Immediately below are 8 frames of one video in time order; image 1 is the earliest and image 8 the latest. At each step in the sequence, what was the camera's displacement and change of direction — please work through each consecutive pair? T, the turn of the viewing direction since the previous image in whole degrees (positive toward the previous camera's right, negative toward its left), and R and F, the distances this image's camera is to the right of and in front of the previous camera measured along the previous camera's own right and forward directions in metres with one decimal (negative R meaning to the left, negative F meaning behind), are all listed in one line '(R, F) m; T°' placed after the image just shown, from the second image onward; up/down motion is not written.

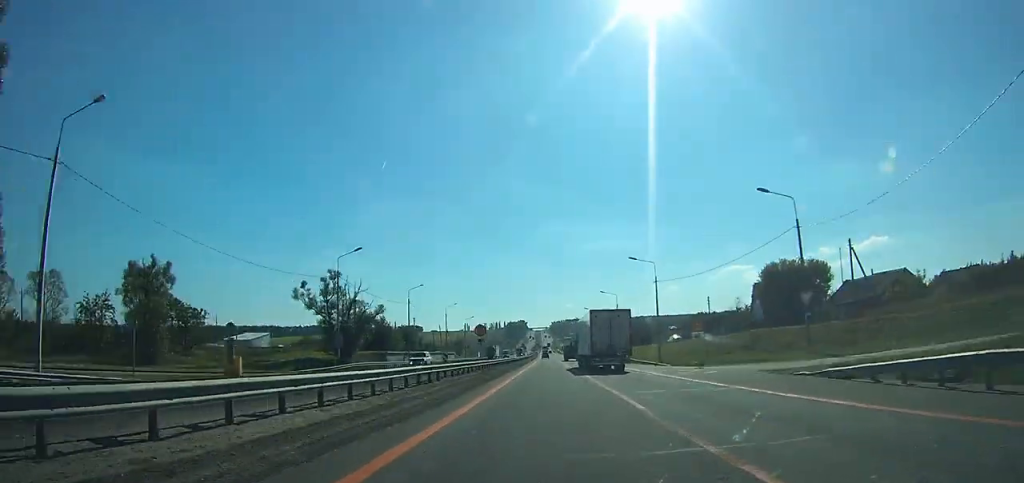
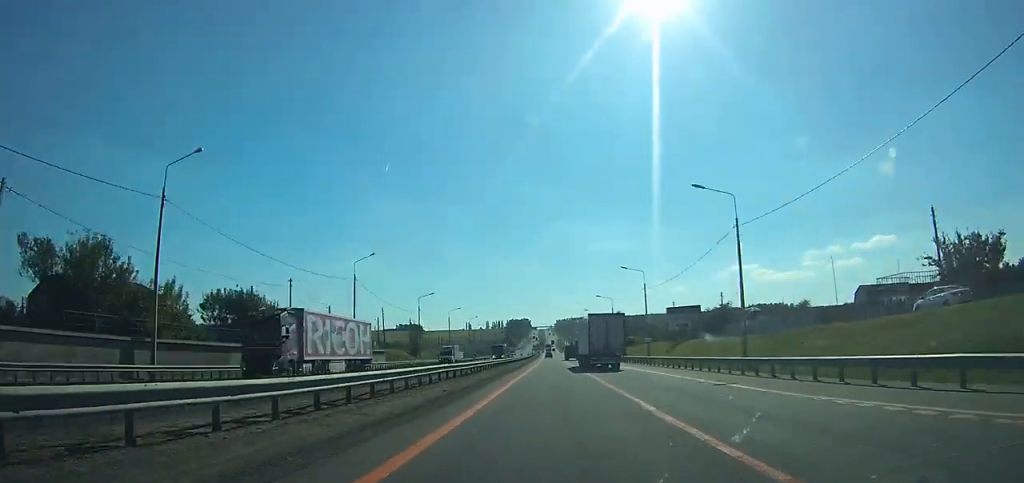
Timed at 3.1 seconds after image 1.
(0.0, +64.1) m; 0°
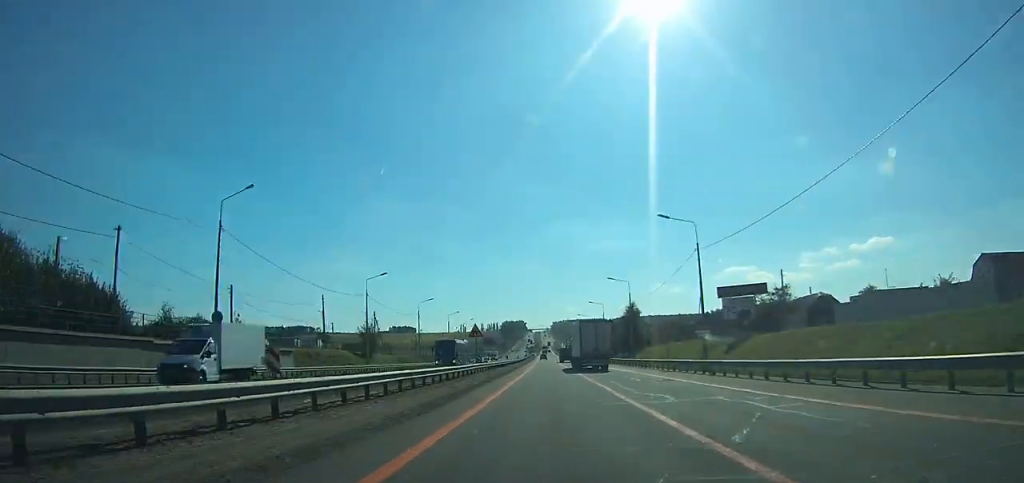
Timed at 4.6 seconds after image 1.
(-0.1, +29.3) m; 0°
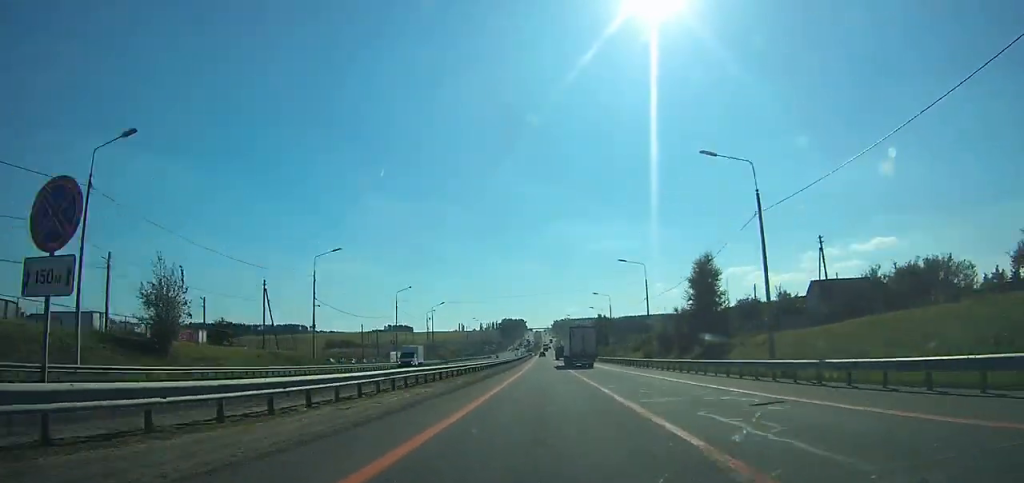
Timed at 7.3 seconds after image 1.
(-0.1, +51.3) m; 0°
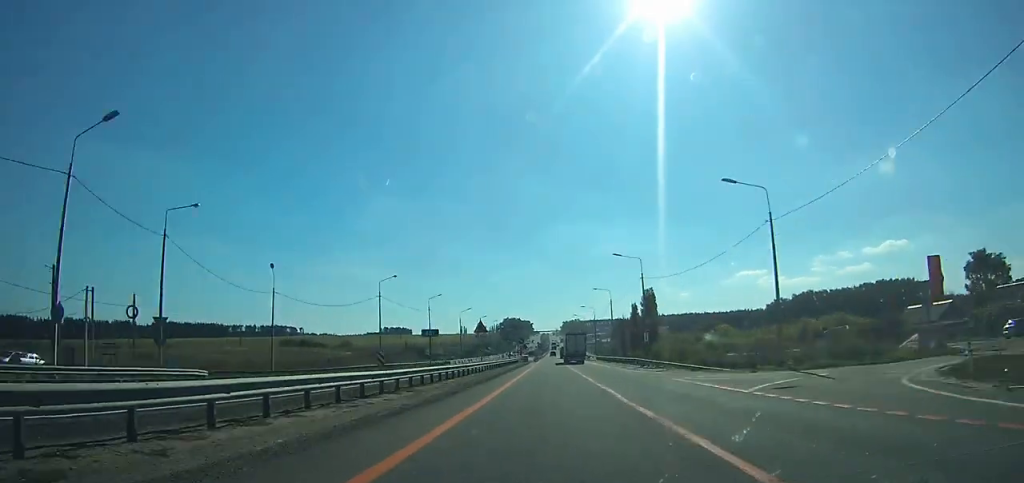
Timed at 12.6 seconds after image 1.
(-0.2, +95.6) m; 0°
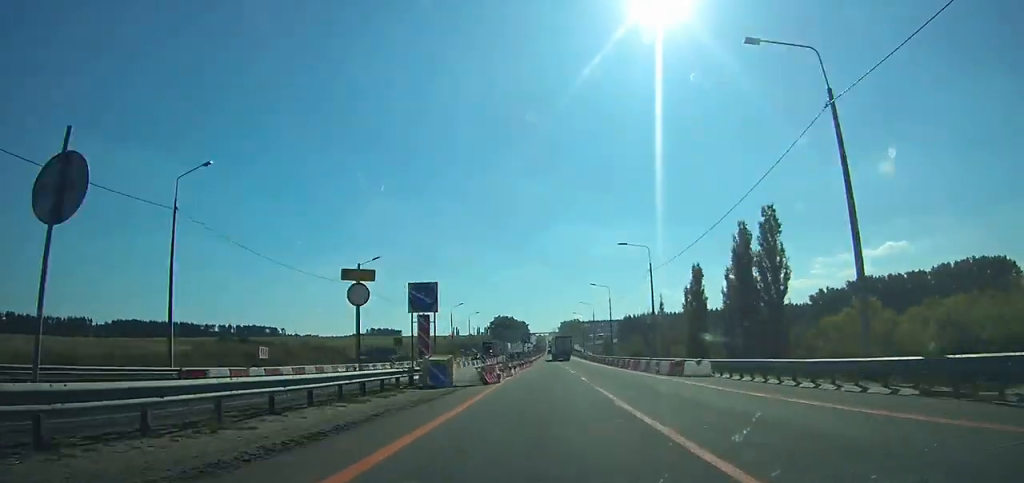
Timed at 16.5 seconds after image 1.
(+0.3, +71.0) m; 0°
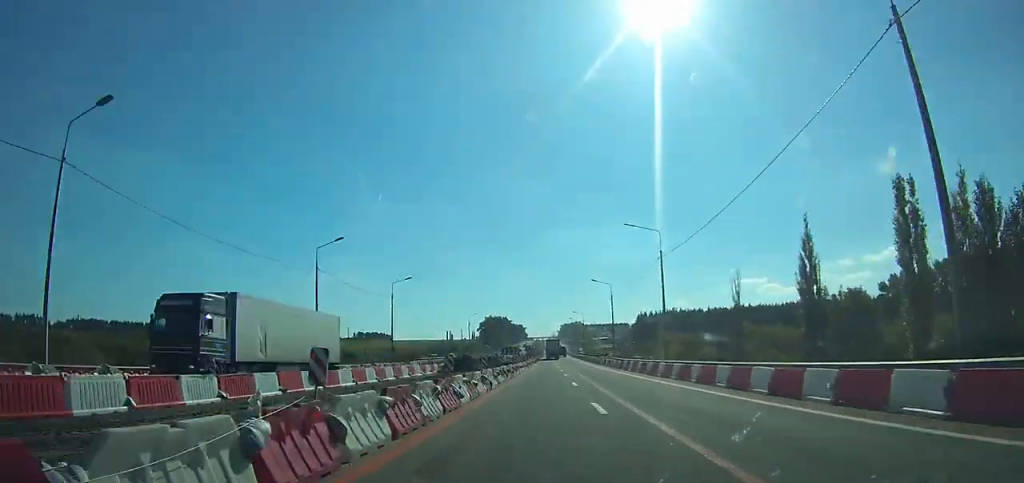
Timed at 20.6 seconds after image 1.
(-0.2, +77.4) m; 0°
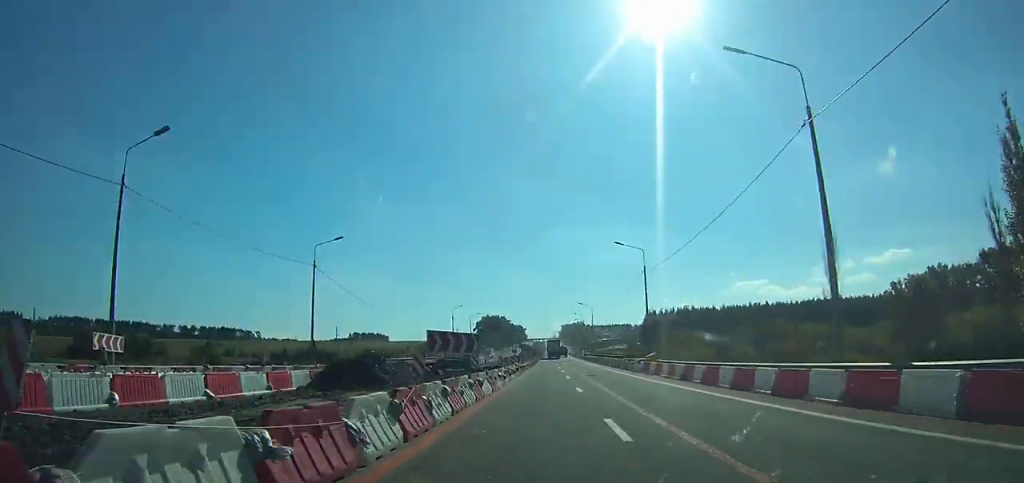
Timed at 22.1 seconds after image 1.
(0.0, +27.8) m; 0°
